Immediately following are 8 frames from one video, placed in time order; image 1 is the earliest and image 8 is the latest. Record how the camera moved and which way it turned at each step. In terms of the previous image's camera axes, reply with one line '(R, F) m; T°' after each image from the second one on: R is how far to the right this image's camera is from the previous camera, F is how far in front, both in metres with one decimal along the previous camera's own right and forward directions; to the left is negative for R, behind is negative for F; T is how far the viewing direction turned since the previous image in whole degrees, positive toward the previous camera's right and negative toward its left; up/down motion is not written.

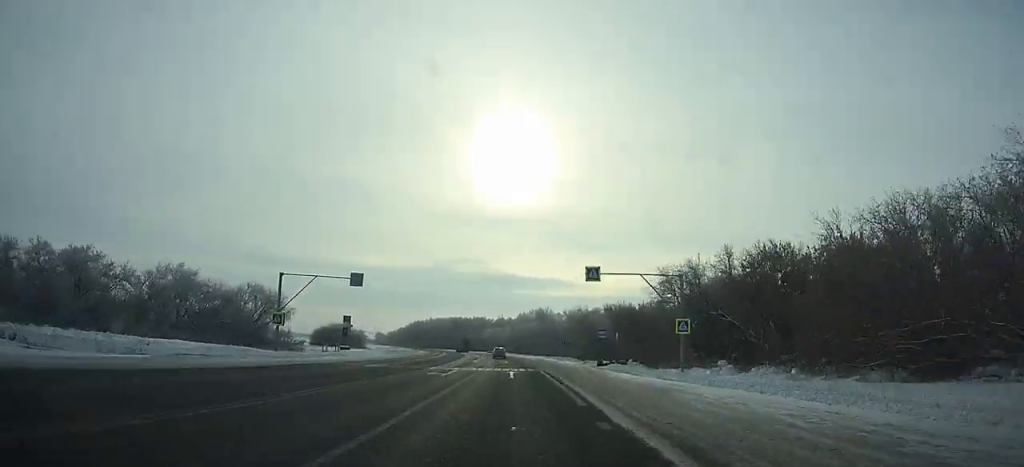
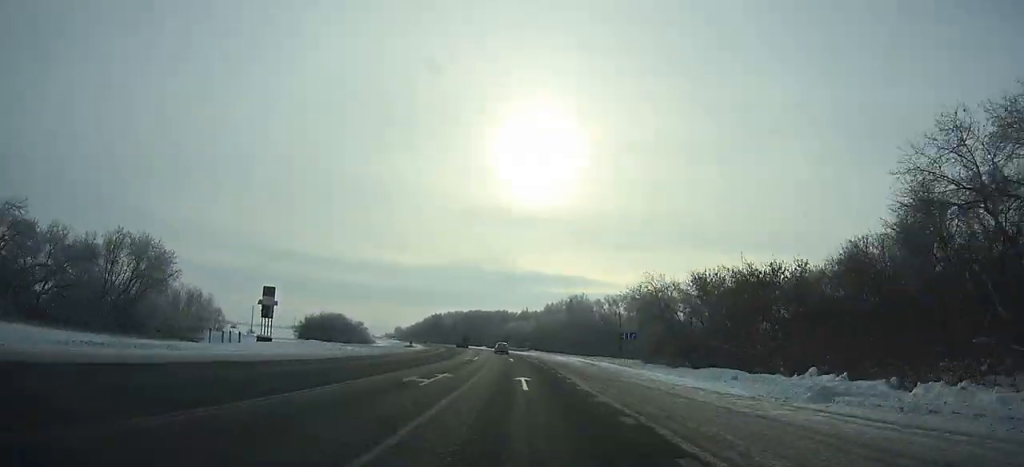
(-1.3, +38.1) m; -3°
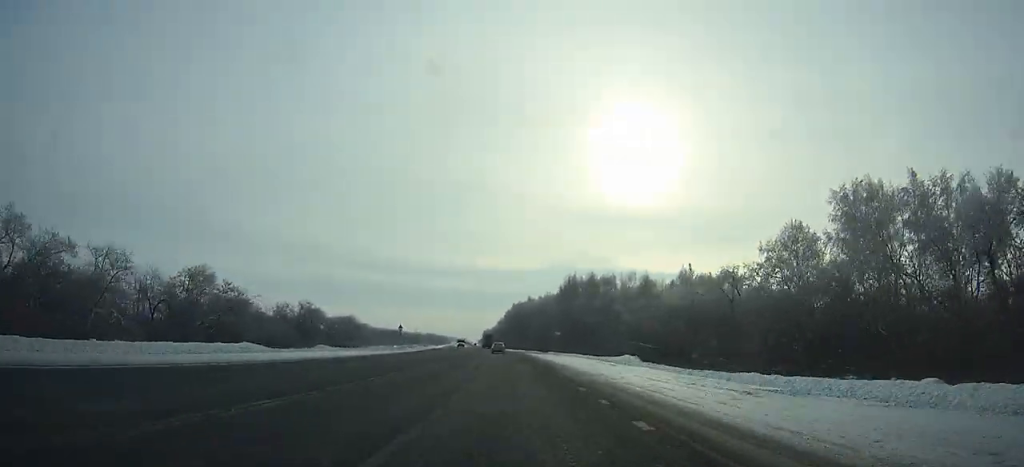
(-13.9, +155.4) m; -10°
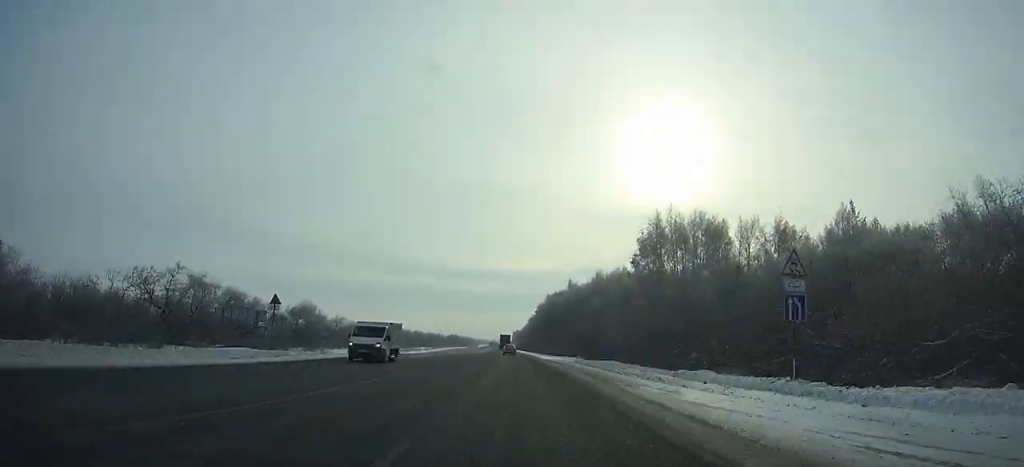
(-1.8, +61.1) m; -2°
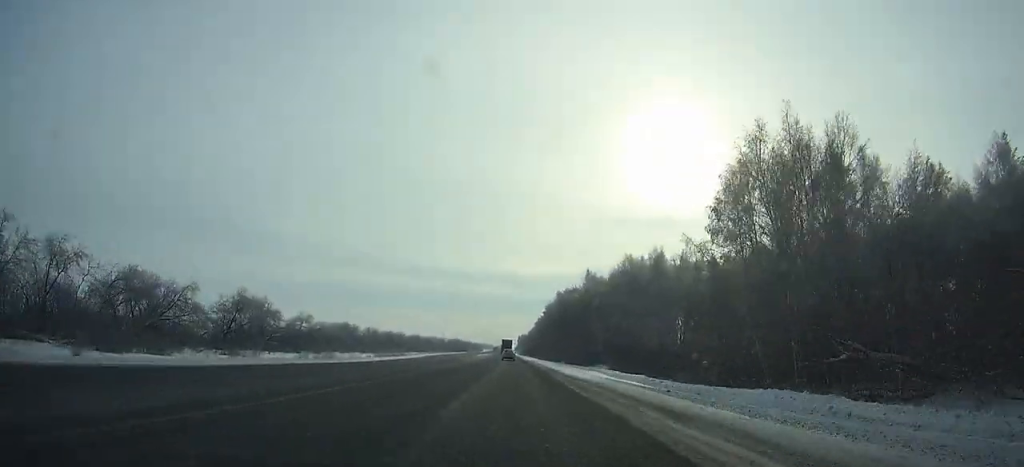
(-0.2, +29.8) m; -1°
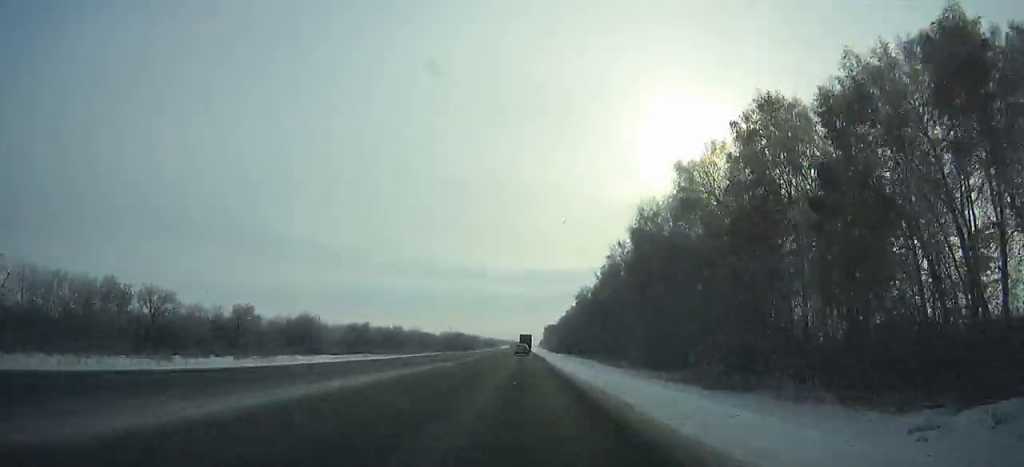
(-1.2, +128.4) m; -1°
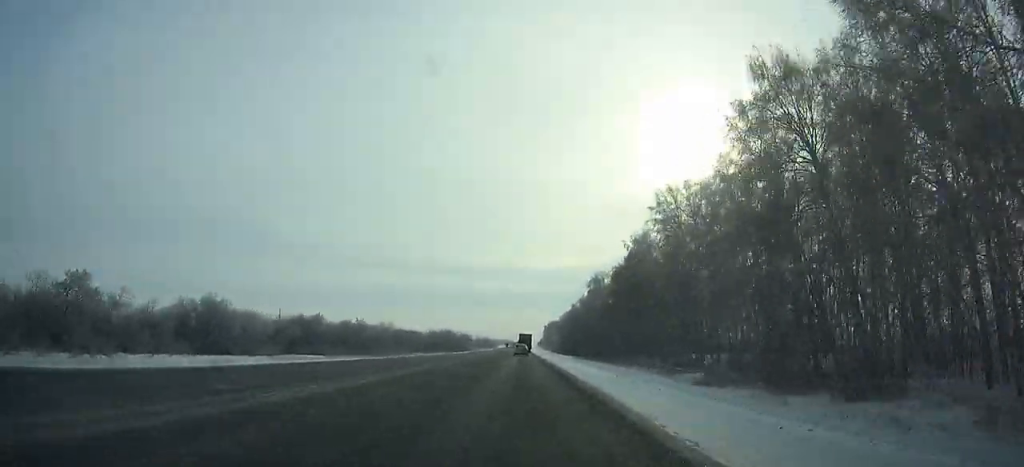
(-0.1, +38.1) m; 0°
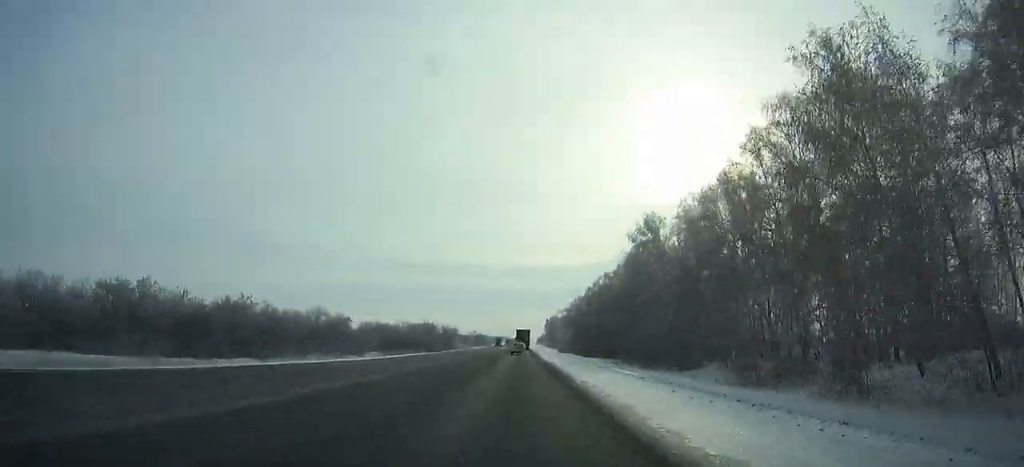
(-0.1, +60.0) m; 0°
